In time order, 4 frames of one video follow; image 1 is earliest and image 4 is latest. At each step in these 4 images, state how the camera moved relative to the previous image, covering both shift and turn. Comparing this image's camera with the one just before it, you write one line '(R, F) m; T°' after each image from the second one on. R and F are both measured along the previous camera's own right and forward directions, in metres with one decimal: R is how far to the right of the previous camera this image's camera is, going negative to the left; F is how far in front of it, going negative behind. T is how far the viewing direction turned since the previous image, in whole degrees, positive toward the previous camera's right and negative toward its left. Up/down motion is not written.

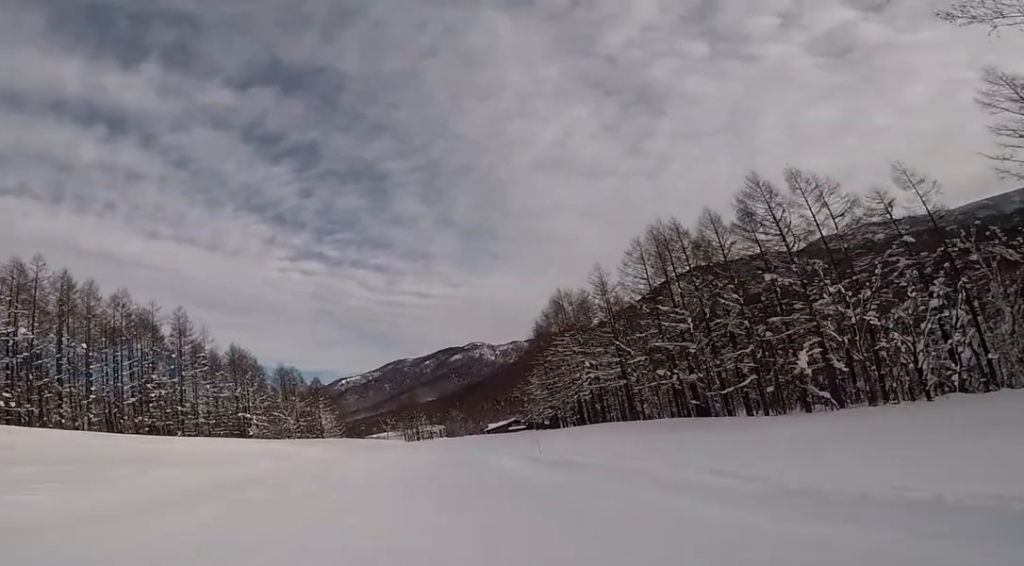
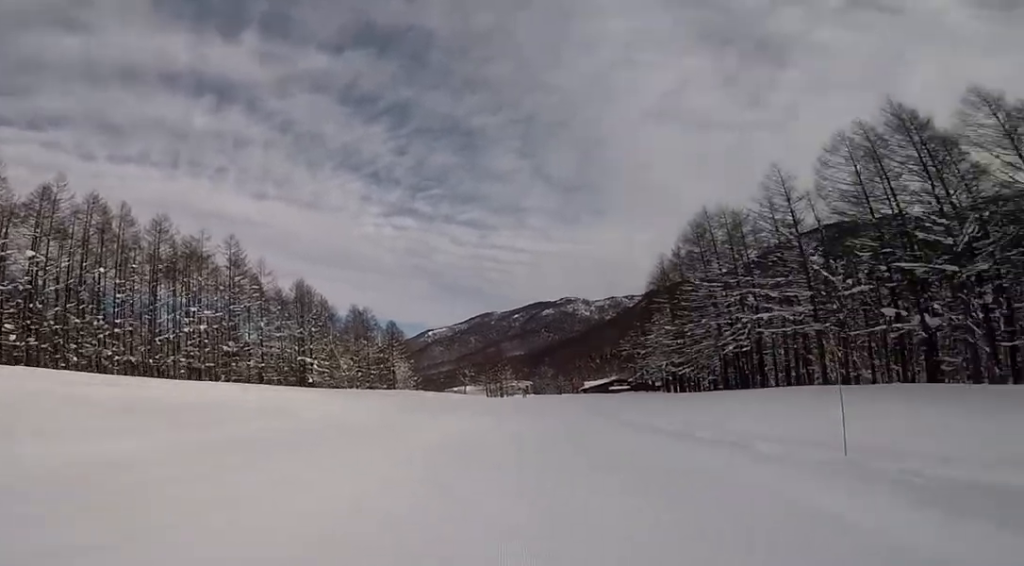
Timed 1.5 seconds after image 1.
(-1.0, +14.4) m; -3°
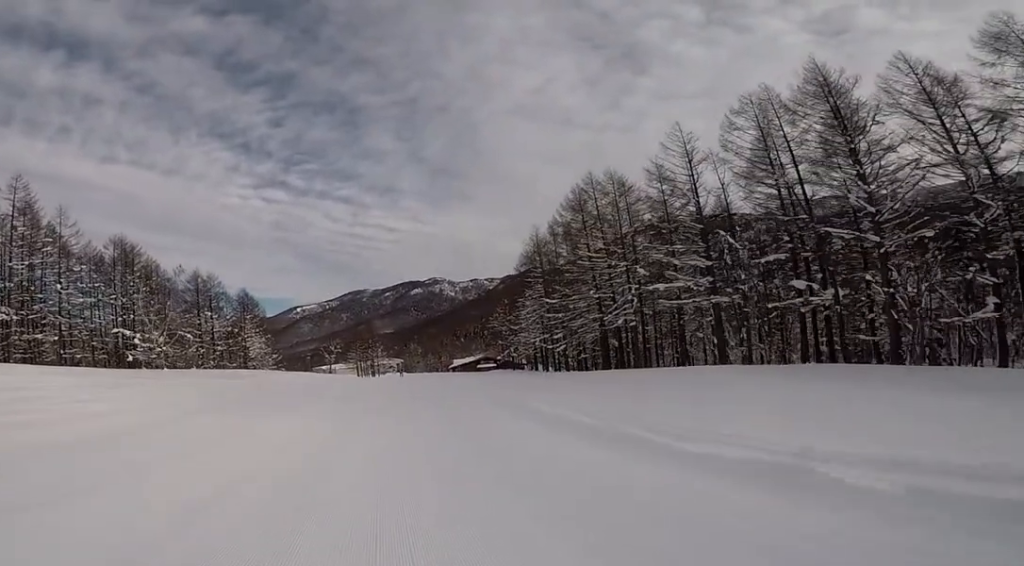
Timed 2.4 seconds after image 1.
(+0.6, +8.8) m; +4°
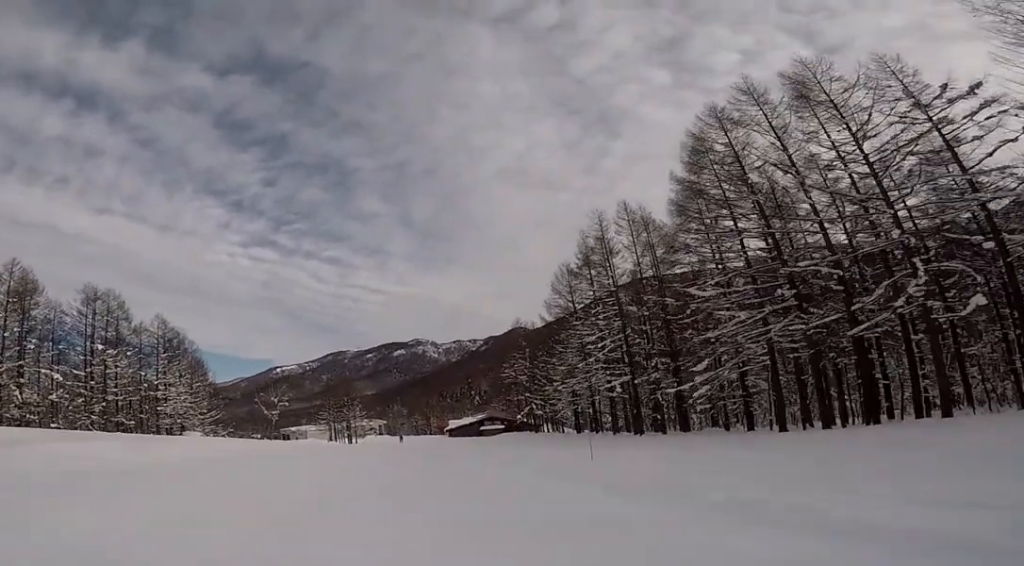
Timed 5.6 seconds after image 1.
(+0.5, +27.6) m; +1°
